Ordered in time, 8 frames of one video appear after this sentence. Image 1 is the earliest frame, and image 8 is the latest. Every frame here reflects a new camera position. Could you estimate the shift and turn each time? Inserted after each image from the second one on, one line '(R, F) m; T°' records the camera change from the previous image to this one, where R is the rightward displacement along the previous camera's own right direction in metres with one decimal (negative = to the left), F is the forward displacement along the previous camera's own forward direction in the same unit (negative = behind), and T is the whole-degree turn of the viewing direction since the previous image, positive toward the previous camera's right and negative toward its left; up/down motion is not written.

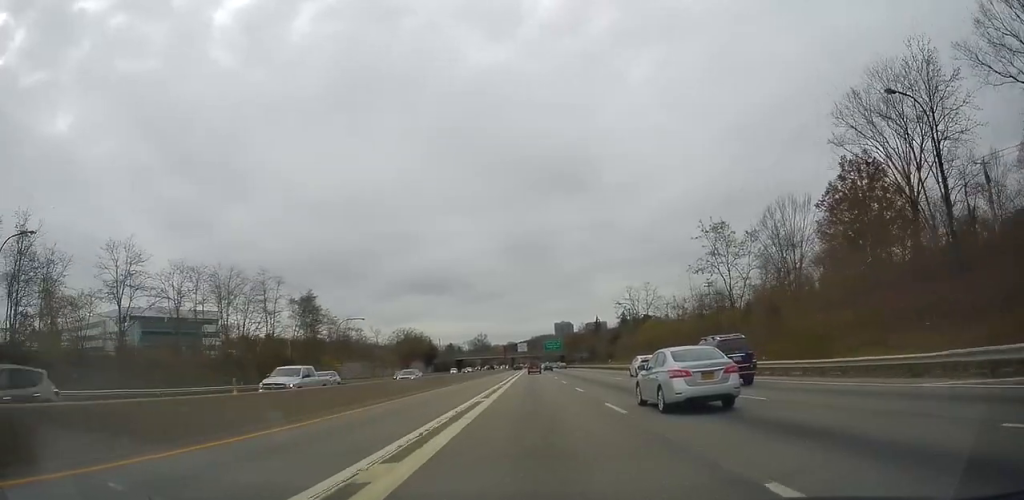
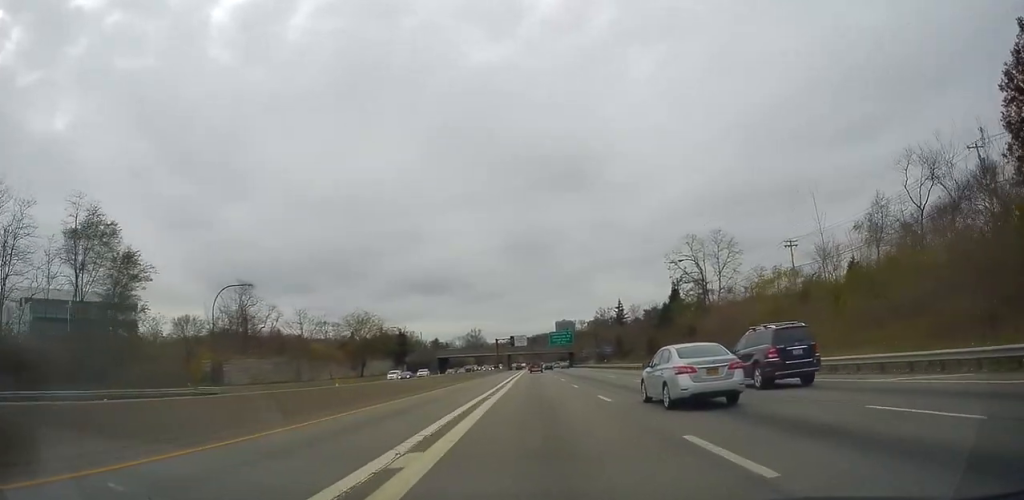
(-0.5, +44.9) m; 0°
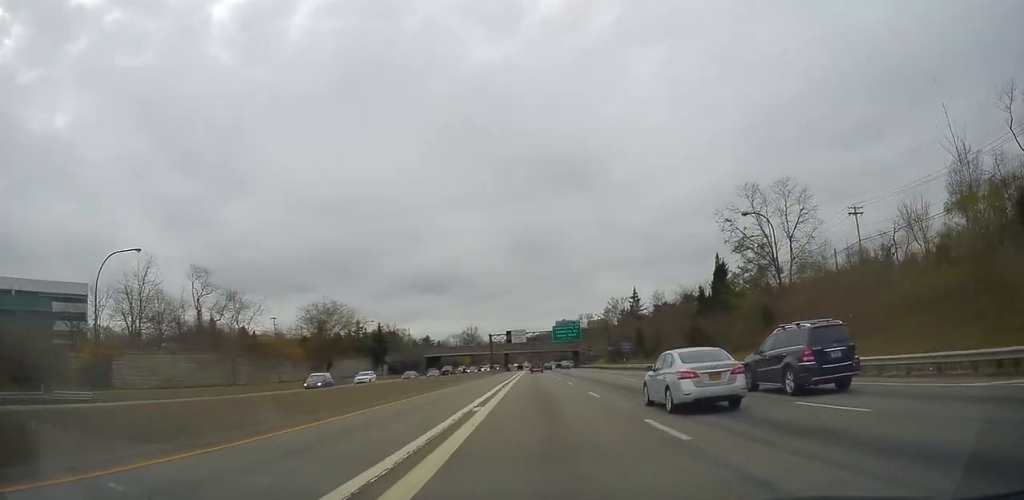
(+0.1, +20.8) m; 0°
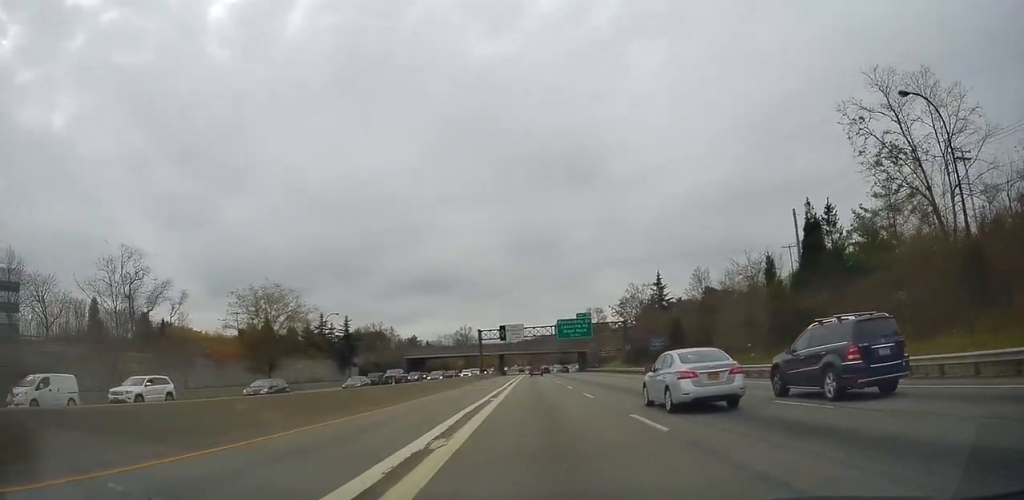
(0.0, +23.2) m; 0°
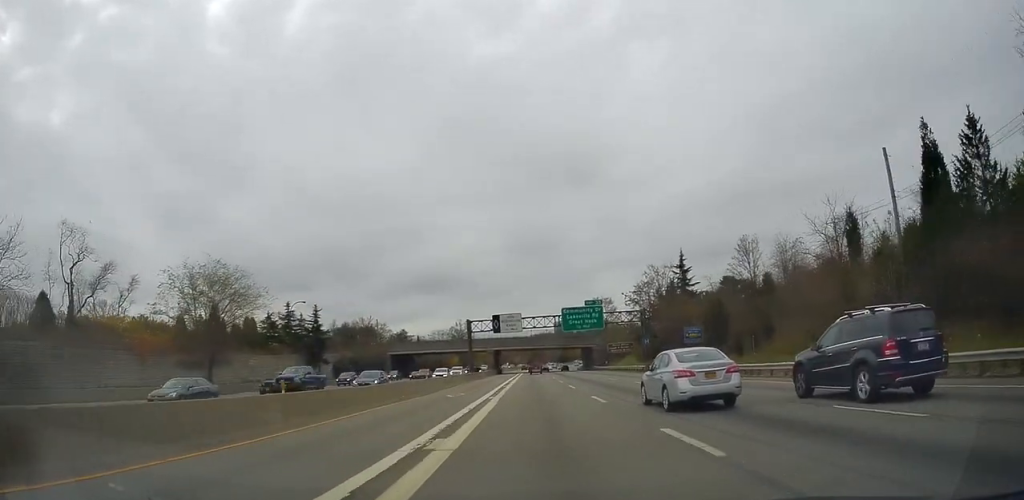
(0.0, +15.6) m; 0°
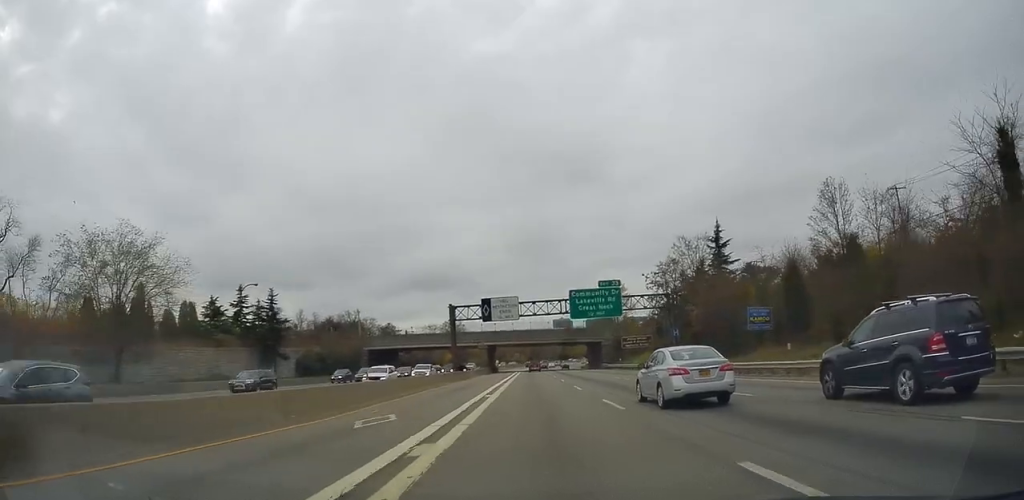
(-0.1, +16.5) m; 0°
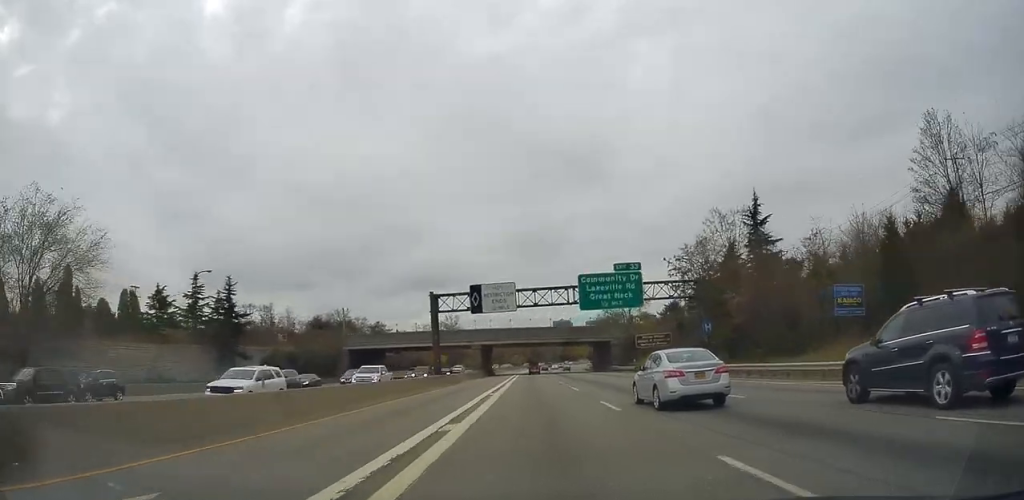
(-0.1, +11.7) m; 0°
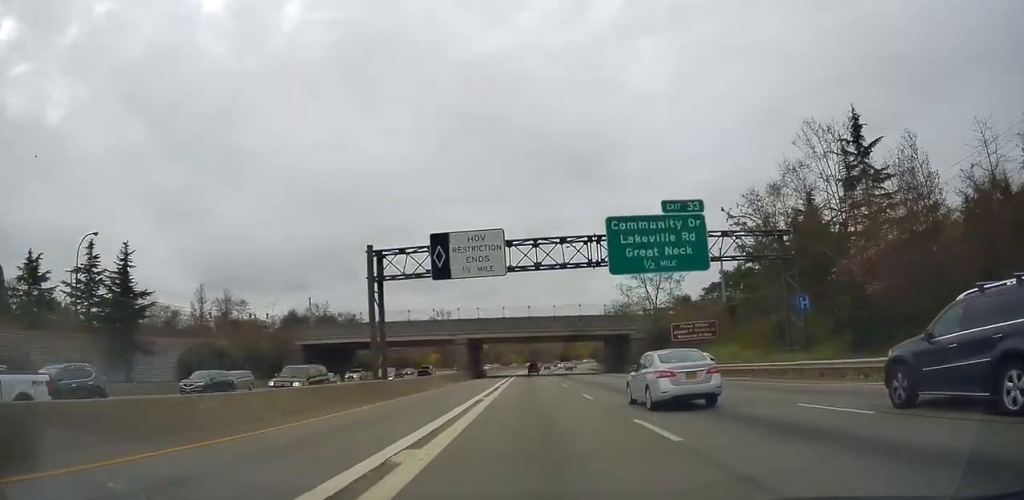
(+0.2, +19.1) m; +1°
